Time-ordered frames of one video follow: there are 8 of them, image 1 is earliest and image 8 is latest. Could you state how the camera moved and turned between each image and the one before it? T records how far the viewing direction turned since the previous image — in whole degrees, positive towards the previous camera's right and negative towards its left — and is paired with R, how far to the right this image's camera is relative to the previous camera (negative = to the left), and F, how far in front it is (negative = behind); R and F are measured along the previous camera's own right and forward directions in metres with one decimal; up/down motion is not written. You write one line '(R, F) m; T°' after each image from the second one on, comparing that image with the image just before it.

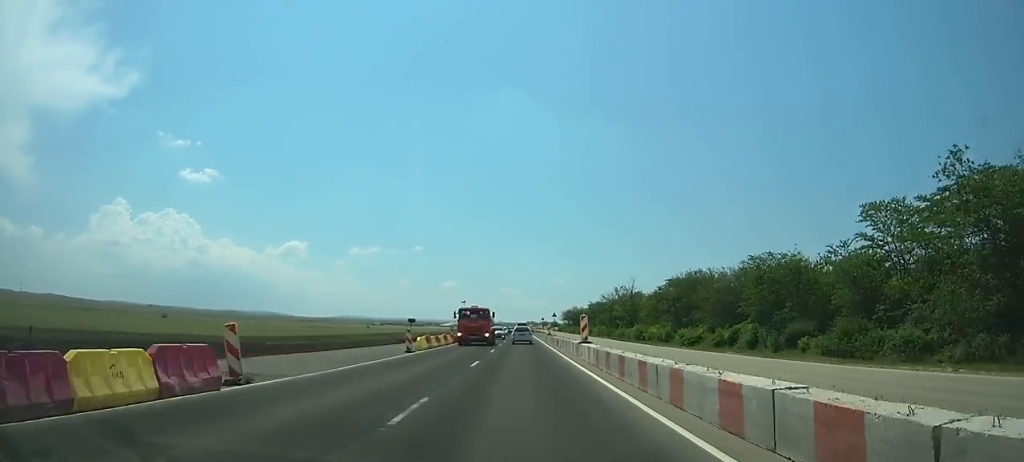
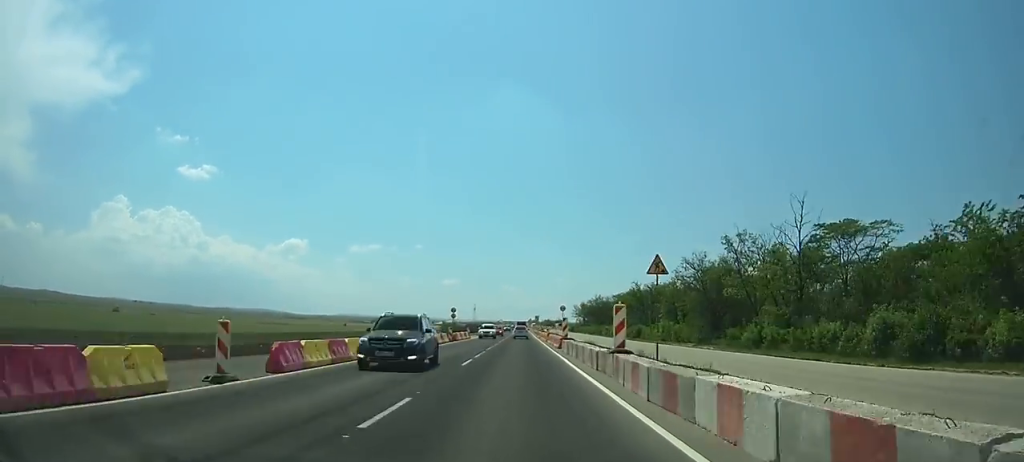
(0.0, +68.2) m; 0°
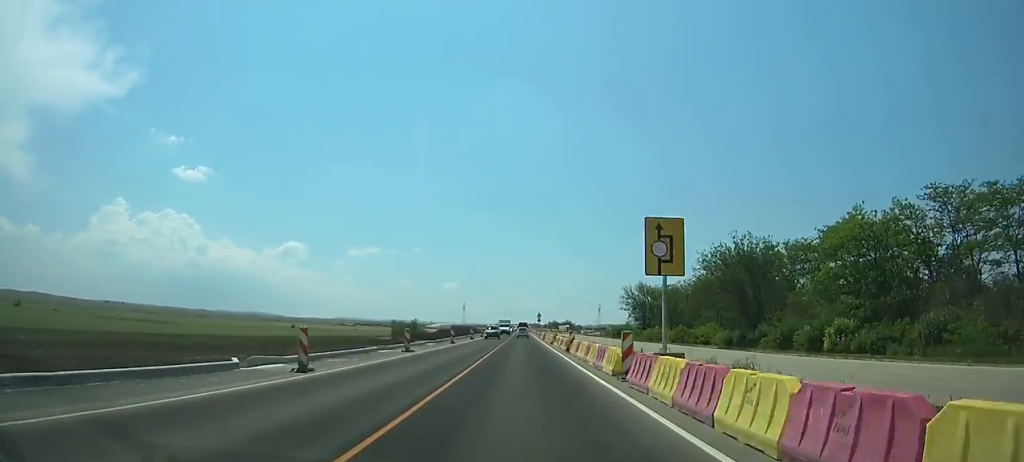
(+1.1, +99.1) m; +1°
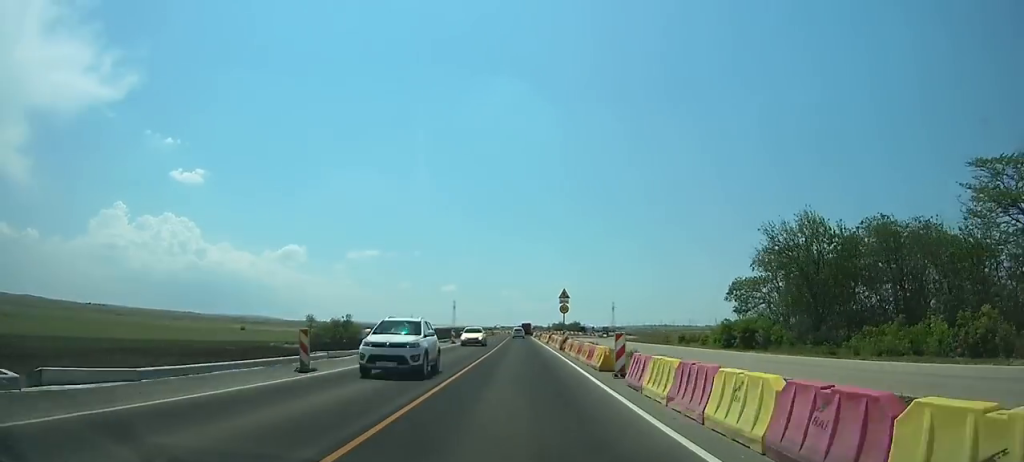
(+0.4, +61.0) m; 0°
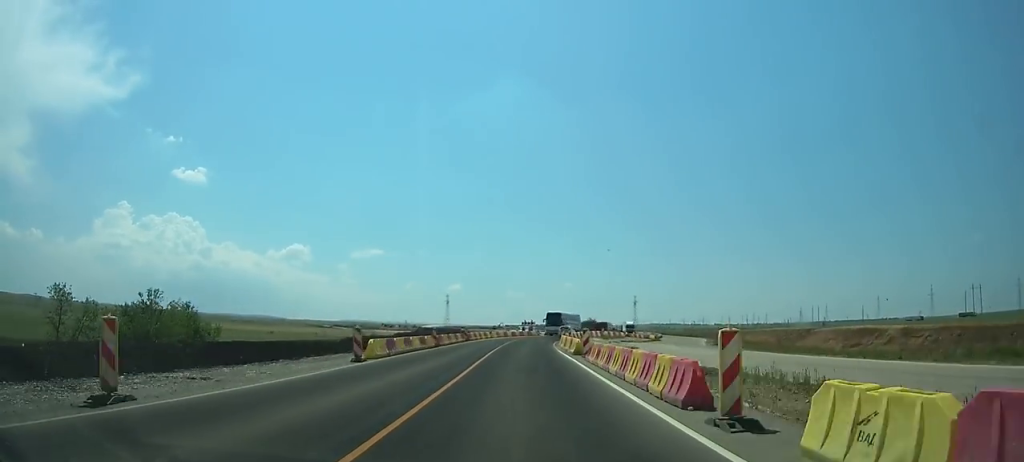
(0.0, +52.5) m; 0°
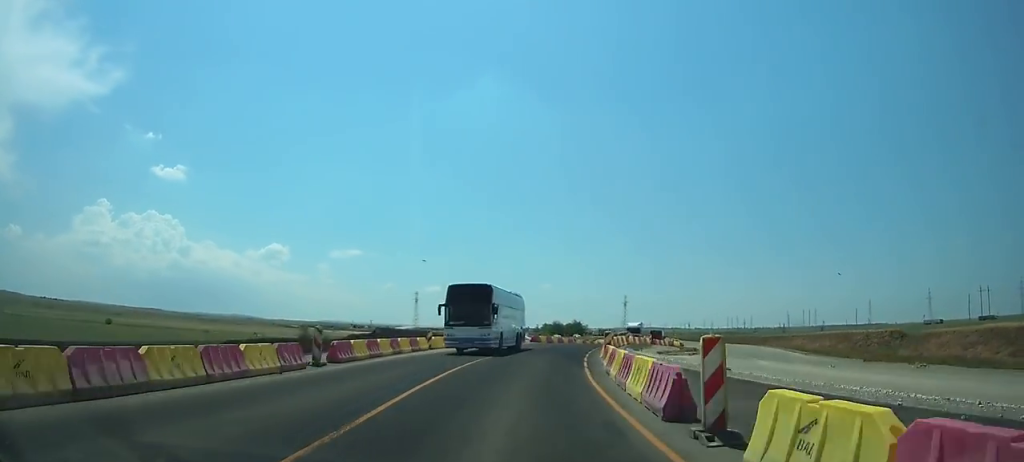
(0.0, +32.6) m; 0°
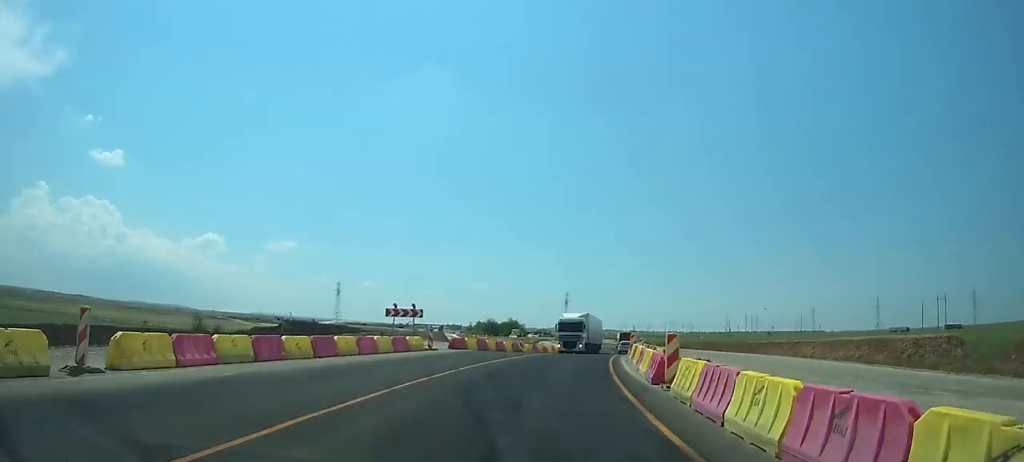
(0.0, +25.6) m; 0°
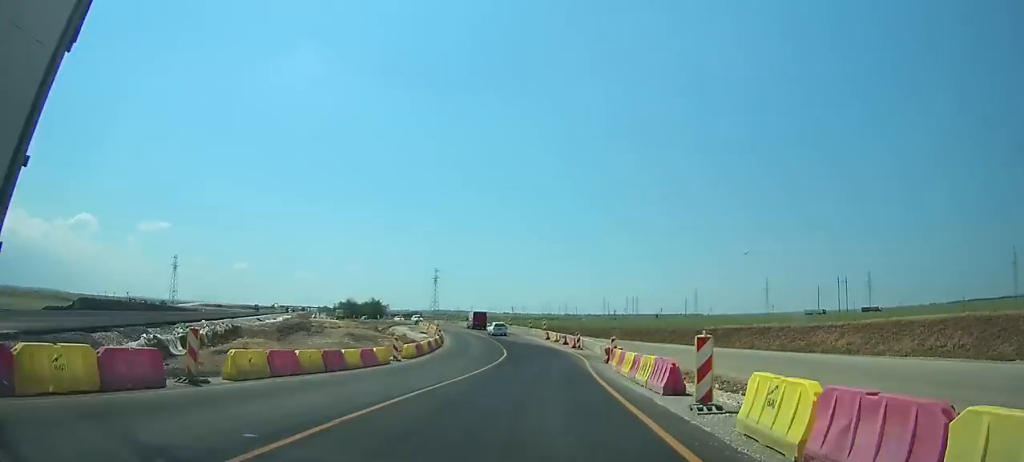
(0.0, +35.3) m; 0°
